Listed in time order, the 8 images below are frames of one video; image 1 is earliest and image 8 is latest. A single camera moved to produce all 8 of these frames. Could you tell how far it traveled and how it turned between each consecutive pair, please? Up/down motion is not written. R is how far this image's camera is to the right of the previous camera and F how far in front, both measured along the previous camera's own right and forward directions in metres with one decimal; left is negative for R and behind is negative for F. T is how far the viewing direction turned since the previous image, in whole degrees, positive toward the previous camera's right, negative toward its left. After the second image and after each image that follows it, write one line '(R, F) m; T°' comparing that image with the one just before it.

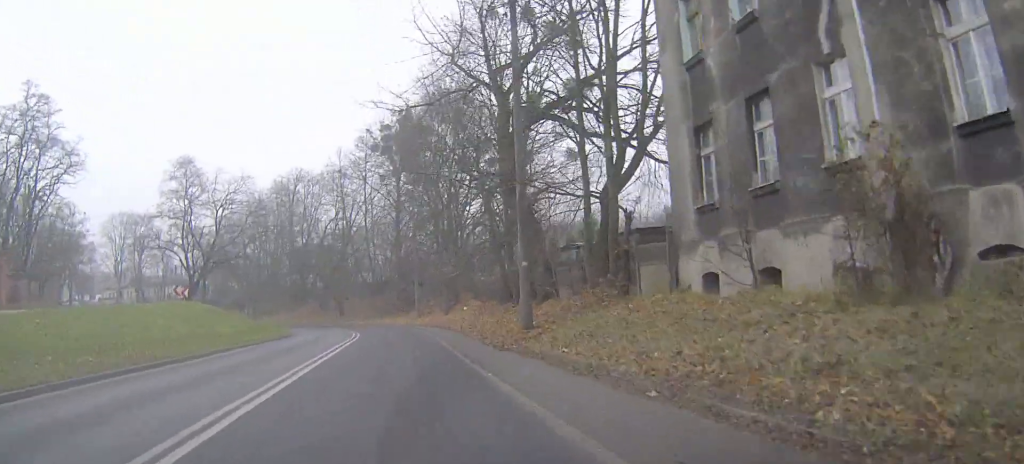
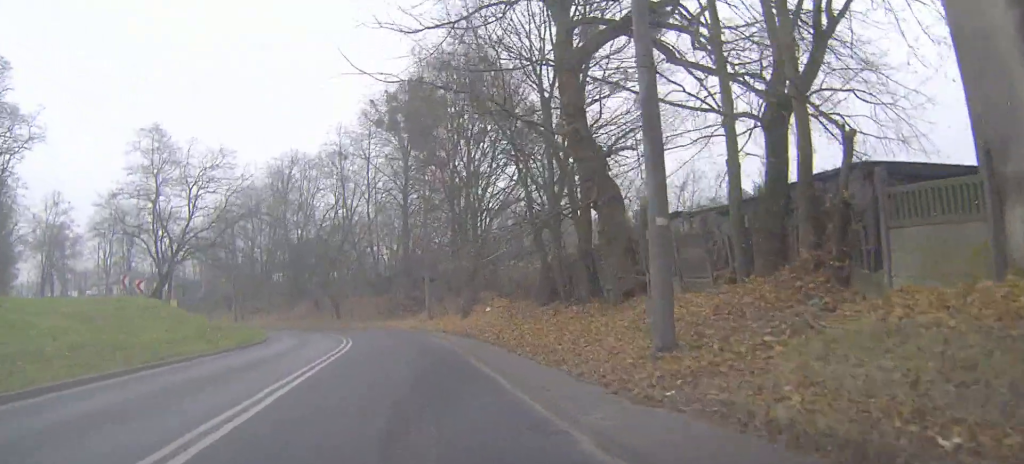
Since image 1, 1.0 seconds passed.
(+0.1, +10.3) m; 0°
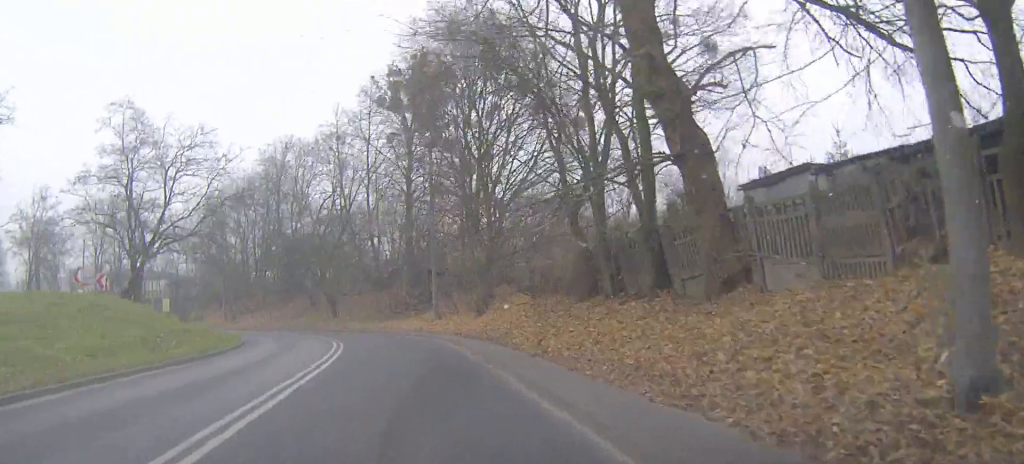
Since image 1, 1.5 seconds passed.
(0.0, +6.0) m; -1°
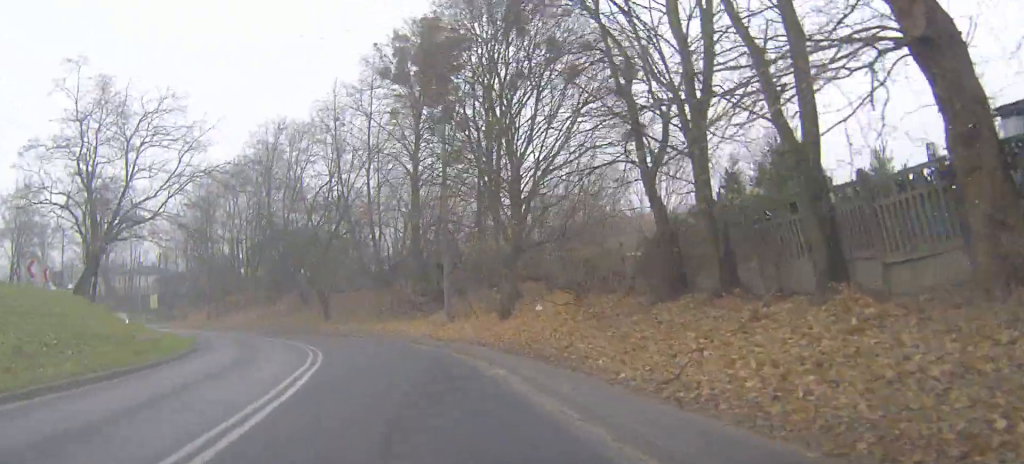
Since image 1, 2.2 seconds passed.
(-0.1, +7.6) m; -3°
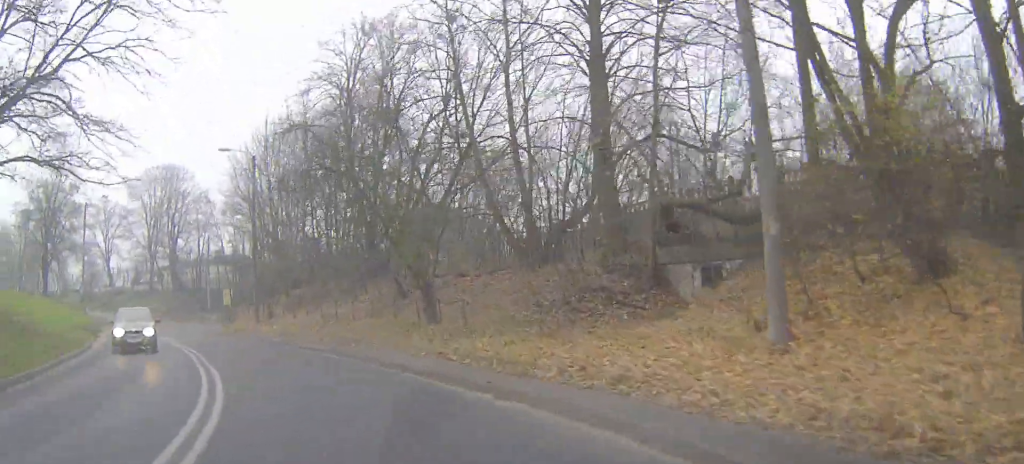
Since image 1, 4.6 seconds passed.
(-1.4, +22.4) m; -8°
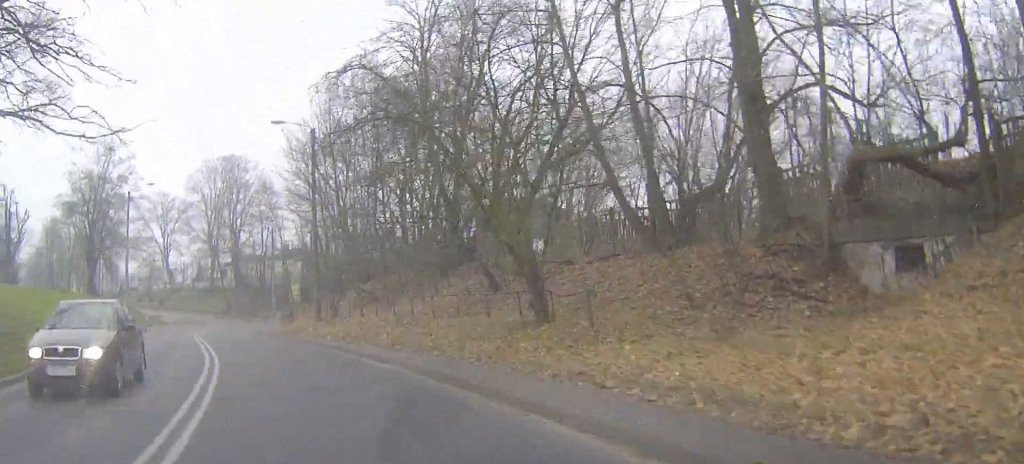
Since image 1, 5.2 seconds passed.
(-0.2, +5.8) m; -5°
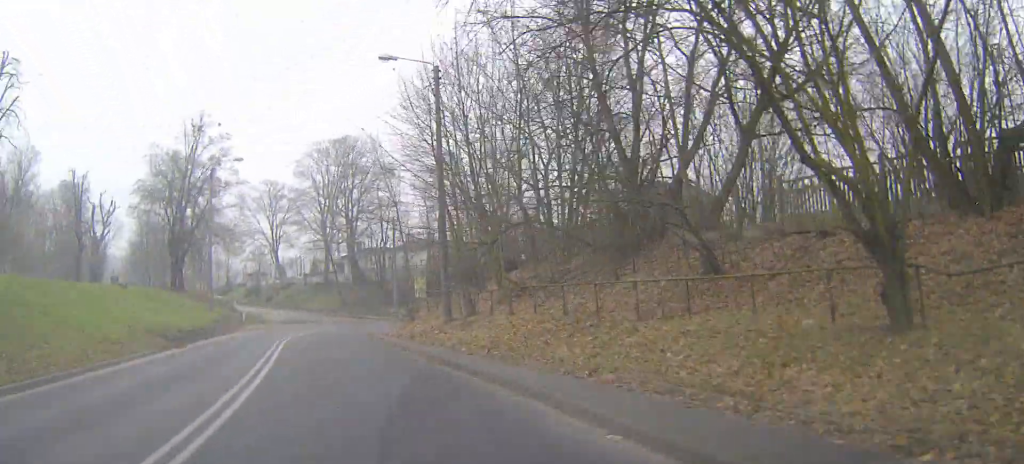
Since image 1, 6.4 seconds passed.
(-0.7, +9.8) m; -8°
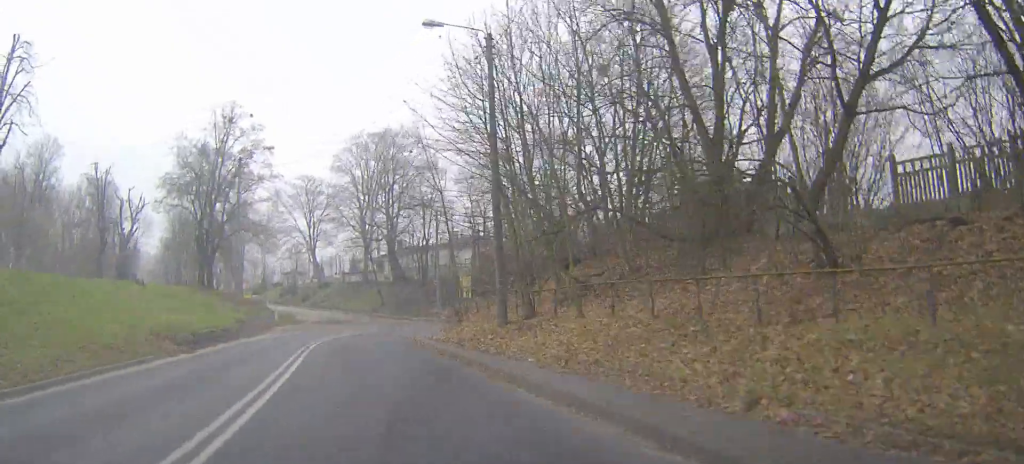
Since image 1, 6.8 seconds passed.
(-0.2, +3.8) m; -3°
